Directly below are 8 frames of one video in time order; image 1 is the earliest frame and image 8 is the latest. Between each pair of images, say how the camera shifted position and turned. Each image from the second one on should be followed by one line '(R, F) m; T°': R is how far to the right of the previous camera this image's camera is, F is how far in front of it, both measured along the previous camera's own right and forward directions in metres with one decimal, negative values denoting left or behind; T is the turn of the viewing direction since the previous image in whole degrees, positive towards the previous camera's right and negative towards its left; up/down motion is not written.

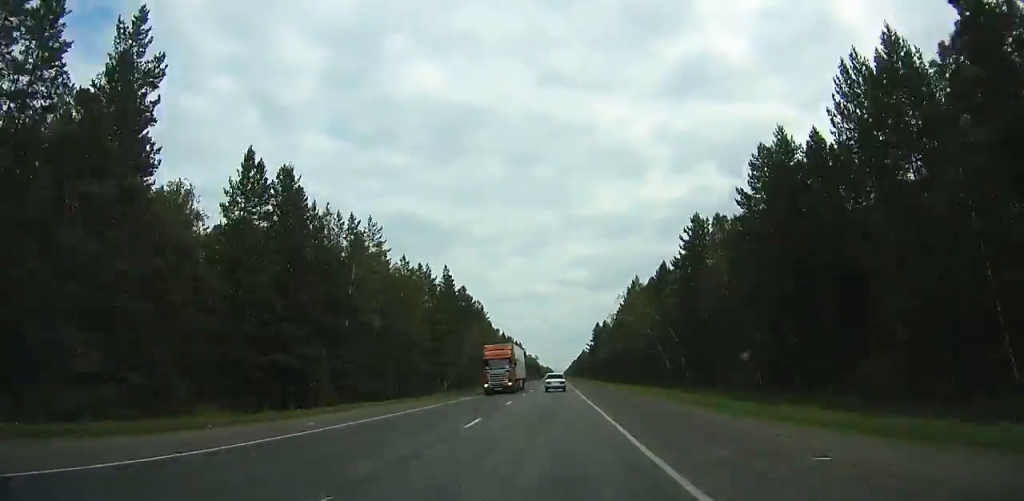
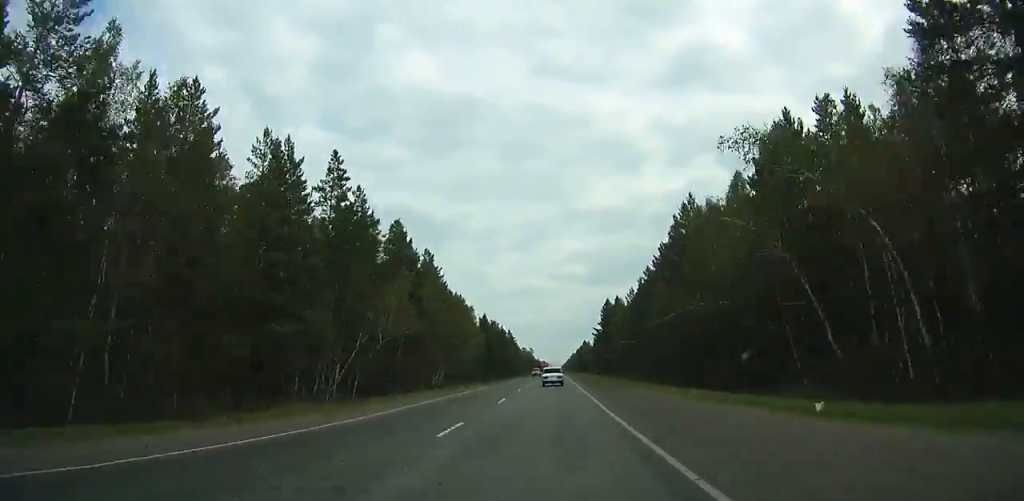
(-0.1, +51.1) m; 0°
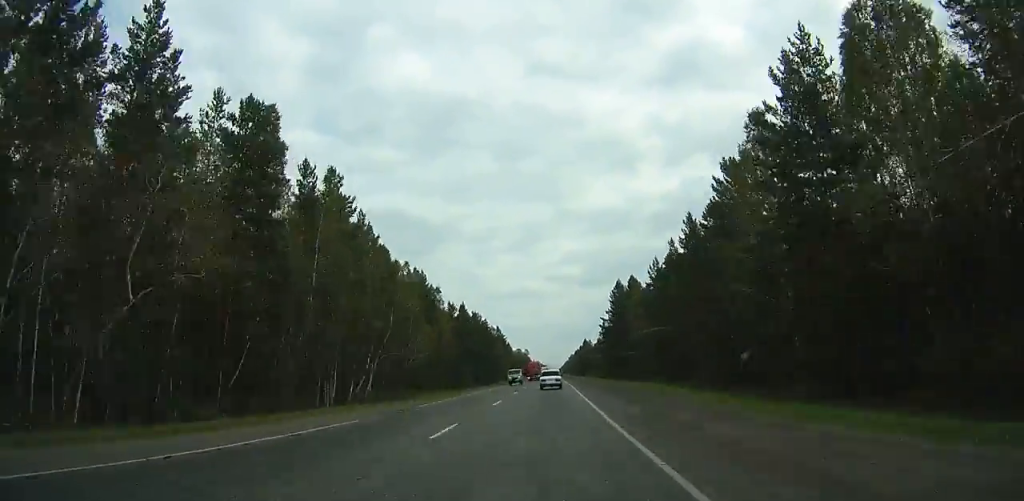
(-0.2, +35.0) m; 0°
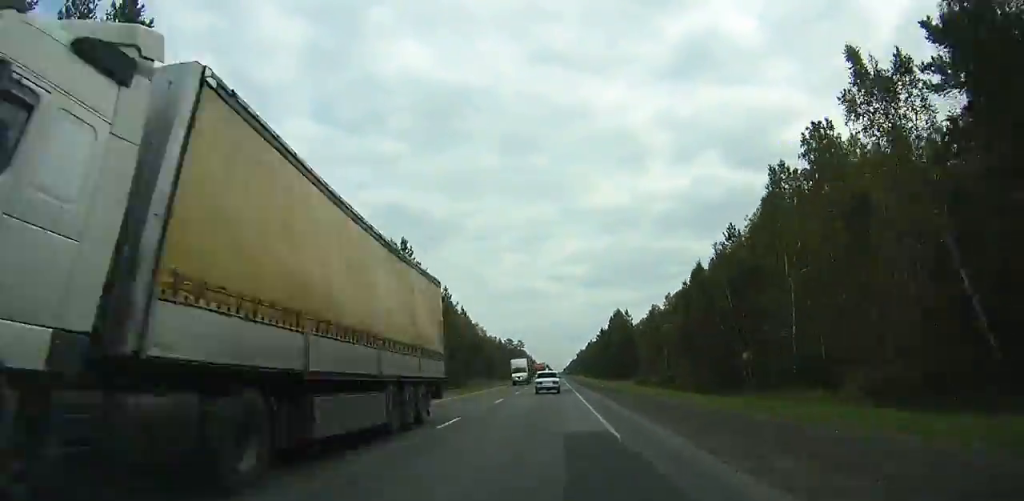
(+0.6, +129.1) m; 0°
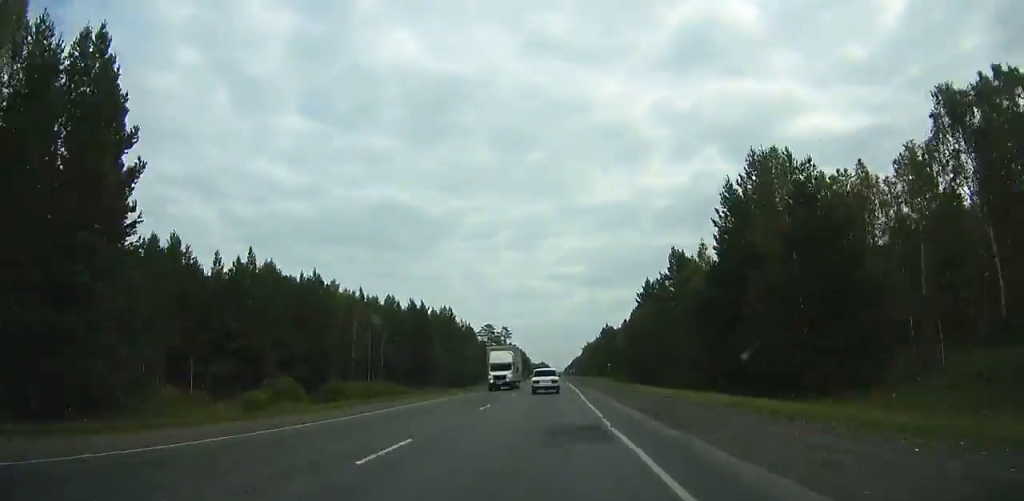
(-0.2, +100.2) m; 0°
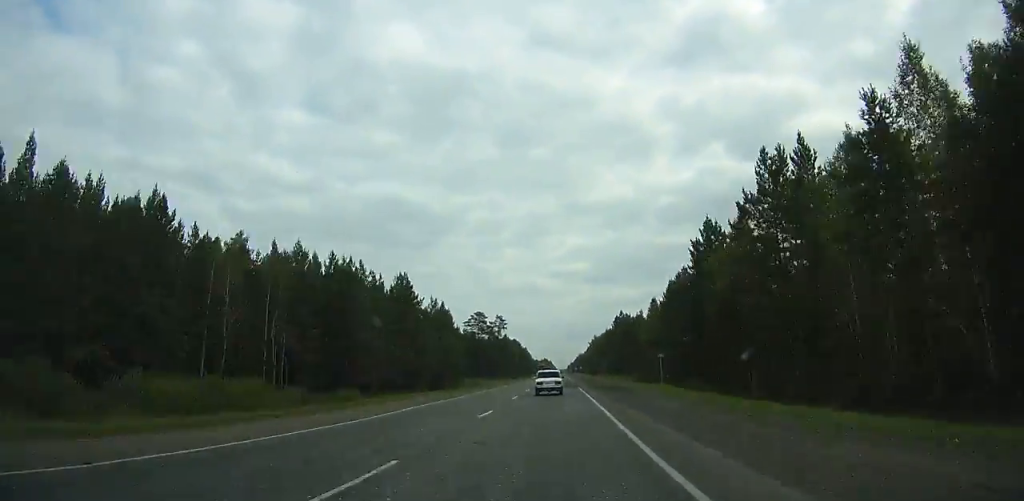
(+0.1, +38.9) m; 0°
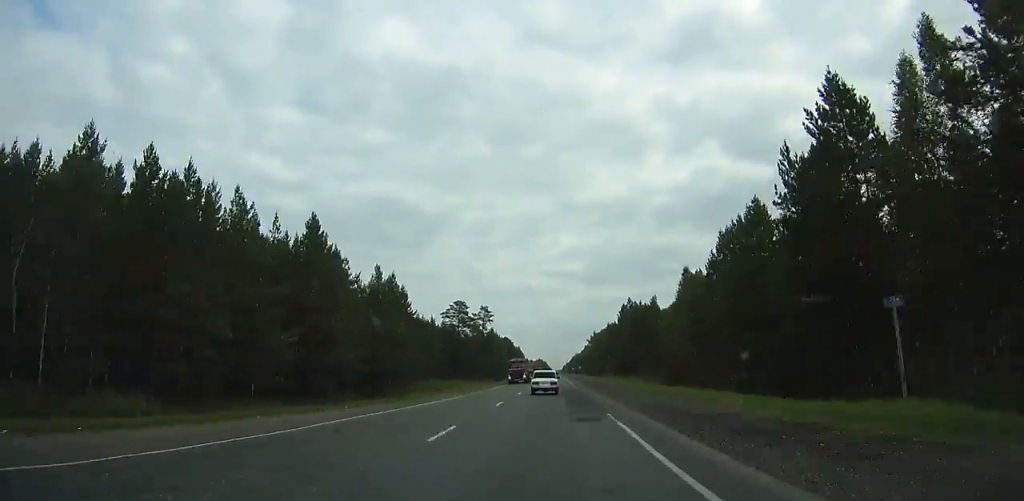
(0.0, +31.9) m; +2°
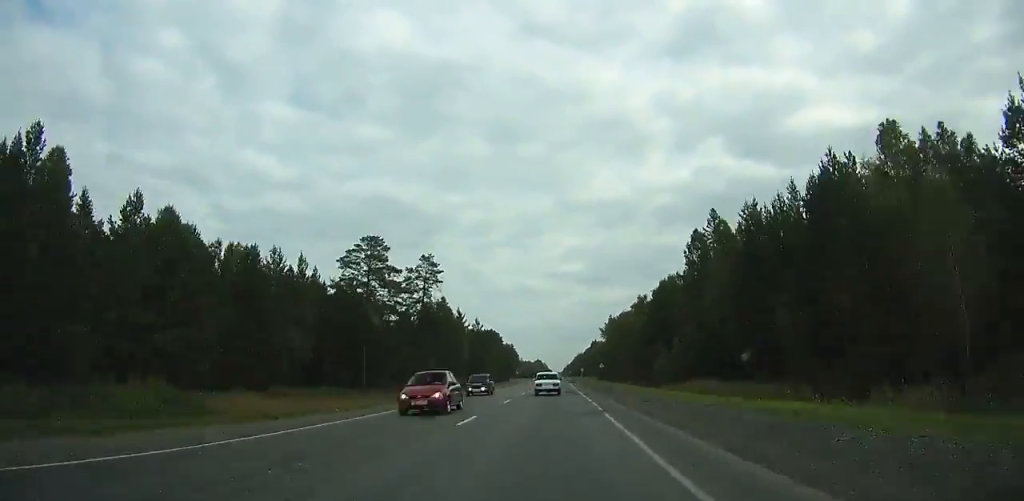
(+6.3, +82.3) m; +4°
